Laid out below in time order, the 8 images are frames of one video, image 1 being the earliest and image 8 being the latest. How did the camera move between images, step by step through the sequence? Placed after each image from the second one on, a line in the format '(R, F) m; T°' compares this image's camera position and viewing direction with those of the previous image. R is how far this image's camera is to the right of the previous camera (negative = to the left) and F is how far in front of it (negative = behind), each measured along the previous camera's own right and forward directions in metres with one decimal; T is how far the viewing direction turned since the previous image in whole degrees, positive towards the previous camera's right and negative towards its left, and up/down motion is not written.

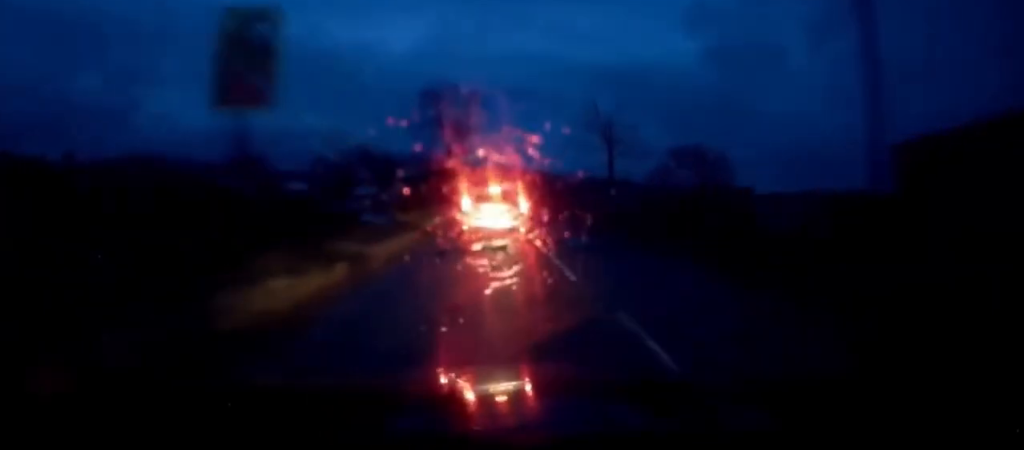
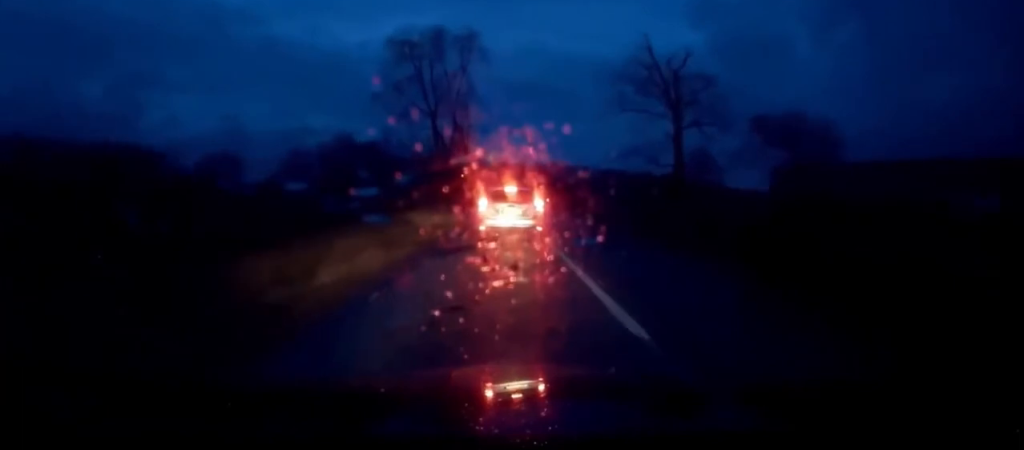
(+0.1, +22.5) m; +1°
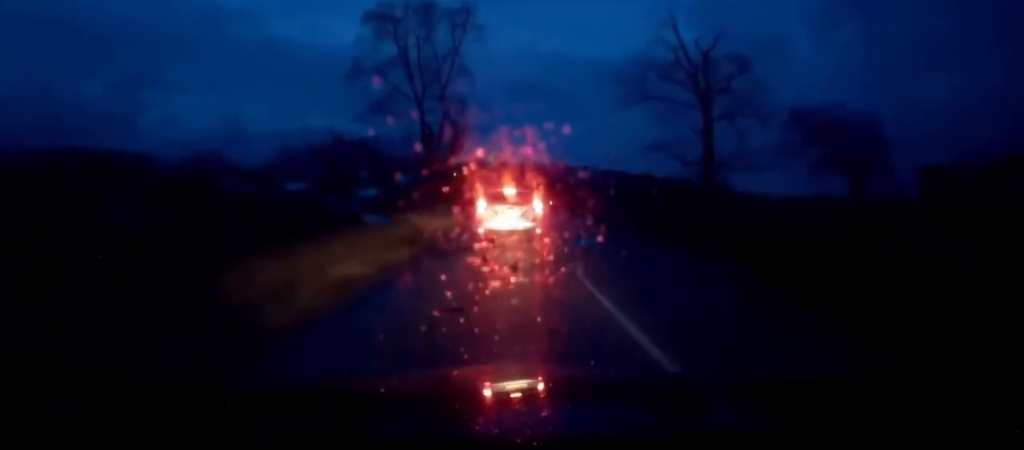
(+0.1, +23.9) m; -1°
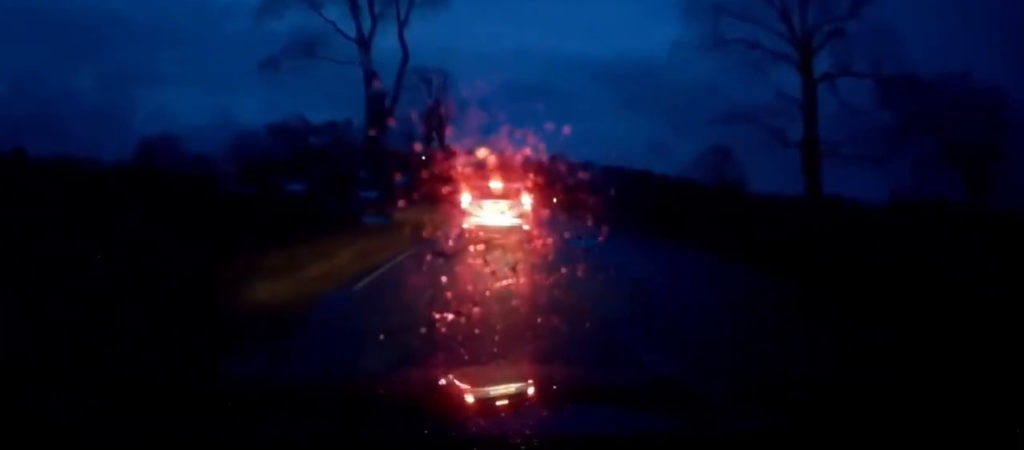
(-0.2, +14.4) m; -1°
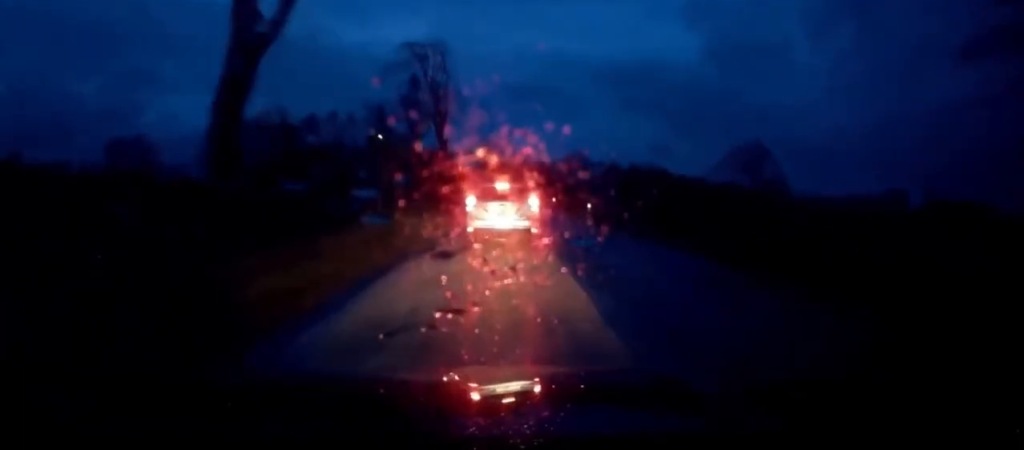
(0.0, +15.9) m; +1°
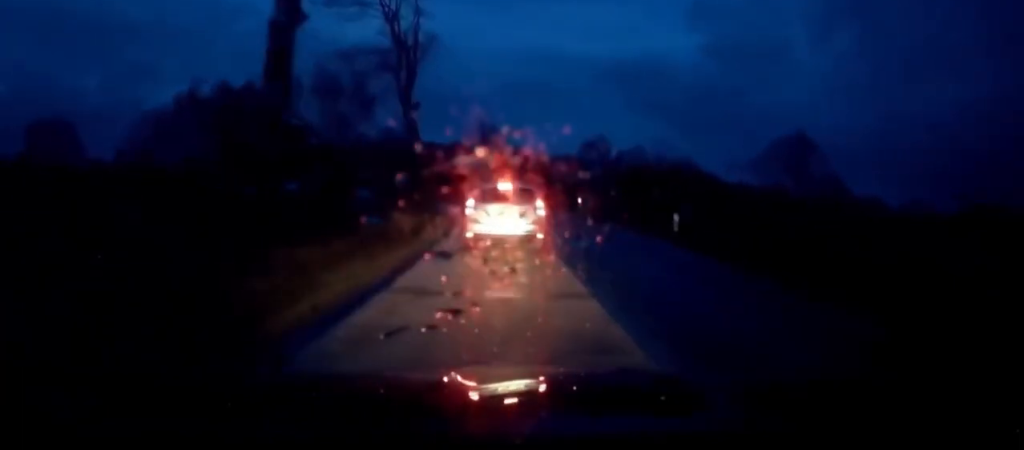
(+0.3, +22.6) m; 0°
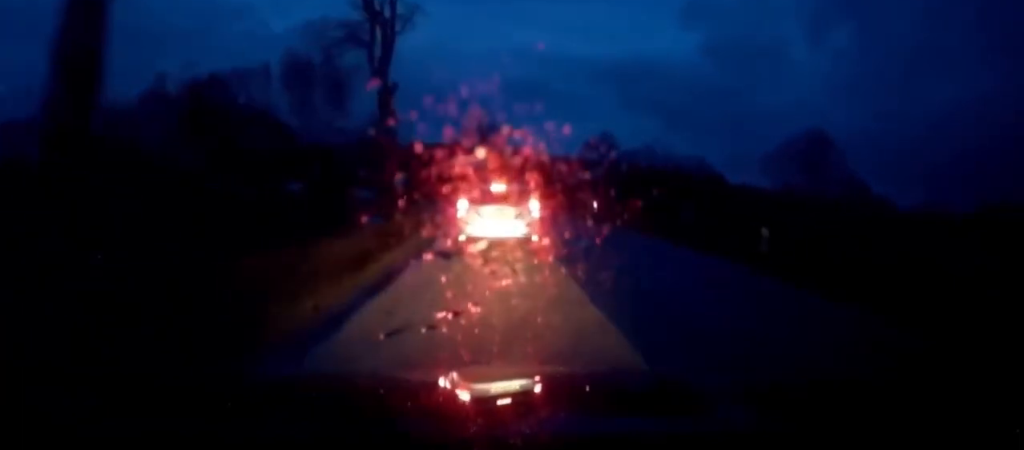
(-0.1, +7.9) m; -1°
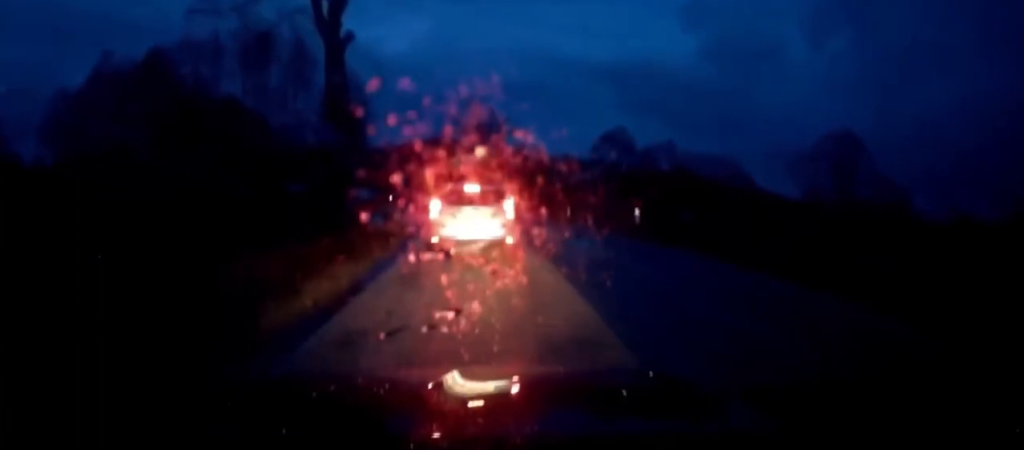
(-0.1, +11.5) m; -1°
